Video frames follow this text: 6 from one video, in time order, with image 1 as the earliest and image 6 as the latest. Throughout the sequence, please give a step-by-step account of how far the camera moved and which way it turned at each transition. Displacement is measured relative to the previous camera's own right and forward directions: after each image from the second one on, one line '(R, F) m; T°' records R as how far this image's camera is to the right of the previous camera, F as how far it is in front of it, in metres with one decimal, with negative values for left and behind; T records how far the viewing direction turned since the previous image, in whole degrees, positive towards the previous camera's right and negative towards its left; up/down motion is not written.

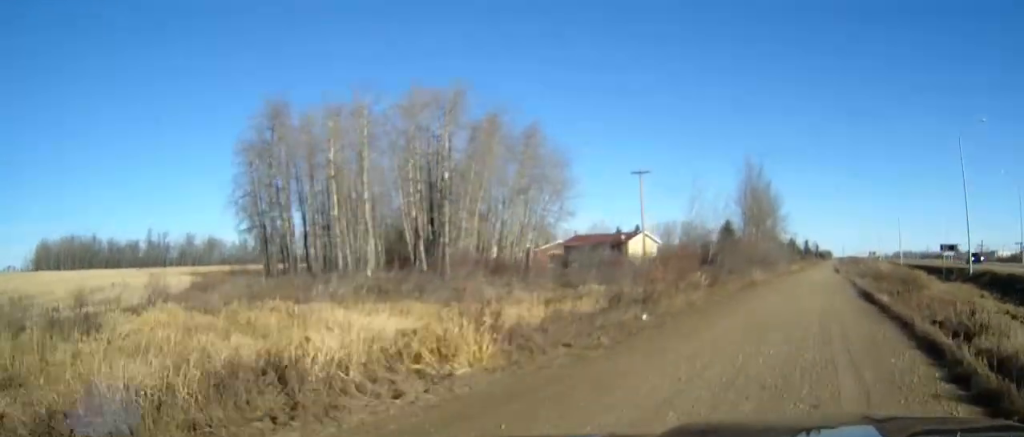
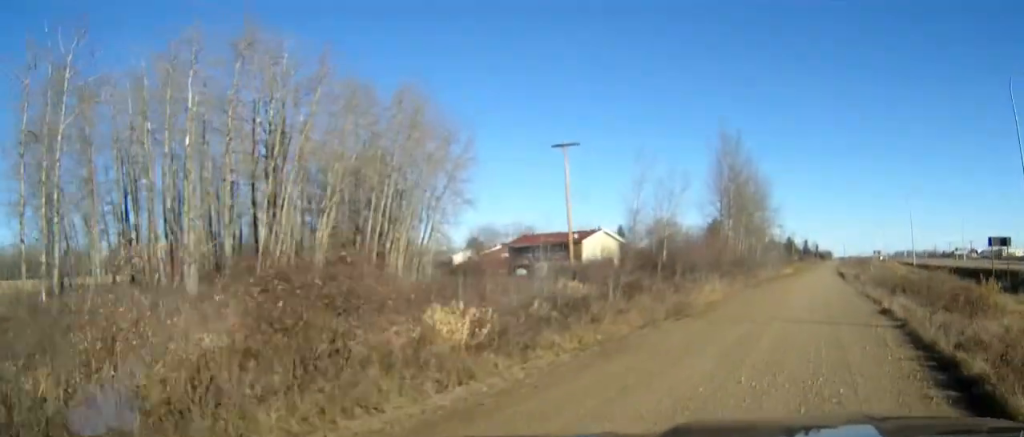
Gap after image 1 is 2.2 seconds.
(+0.2, +19.5) m; +1°
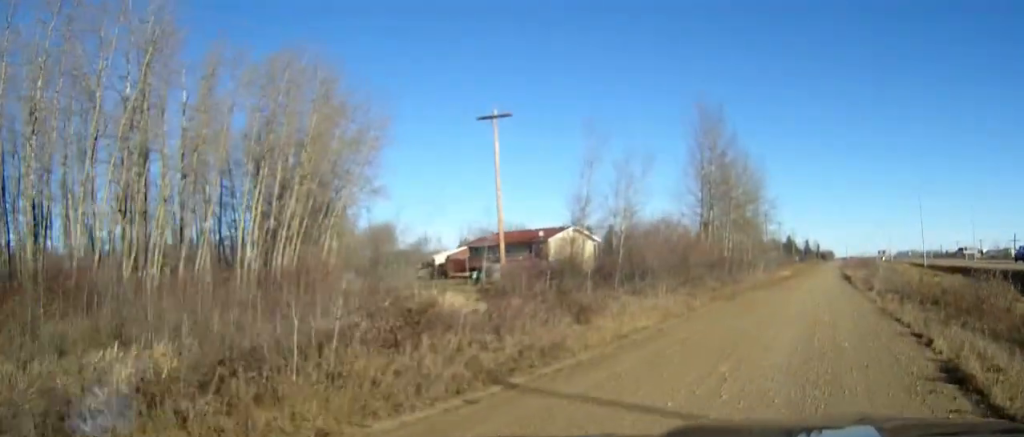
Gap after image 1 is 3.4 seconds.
(-0.1, +11.2) m; 0°
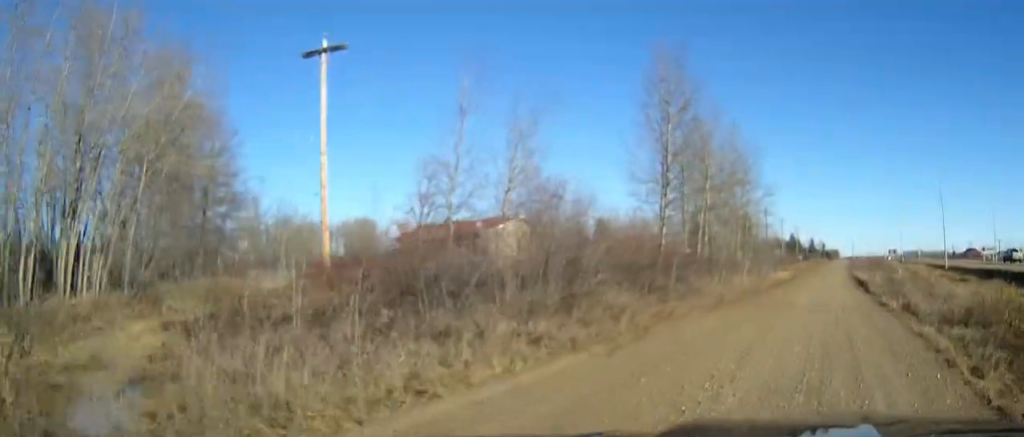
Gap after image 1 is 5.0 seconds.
(0.0, +15.2) m; 0°
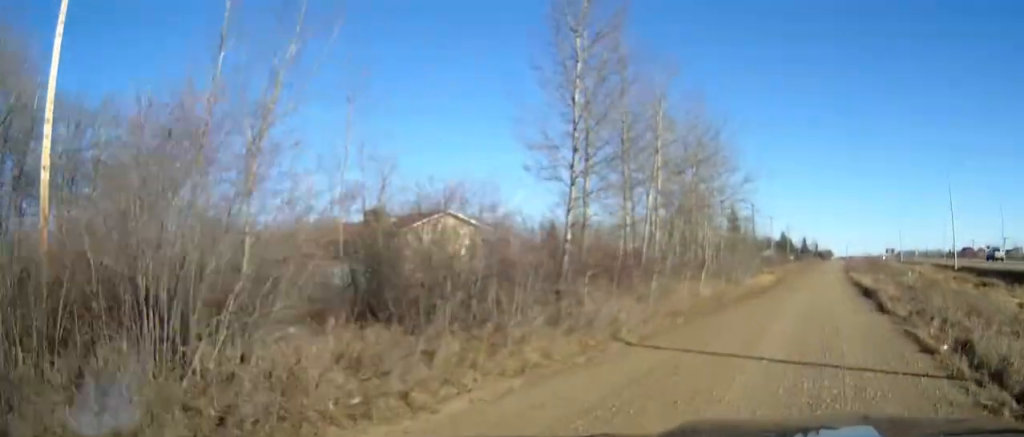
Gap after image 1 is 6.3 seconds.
(0.0, +11.5) m; +1°
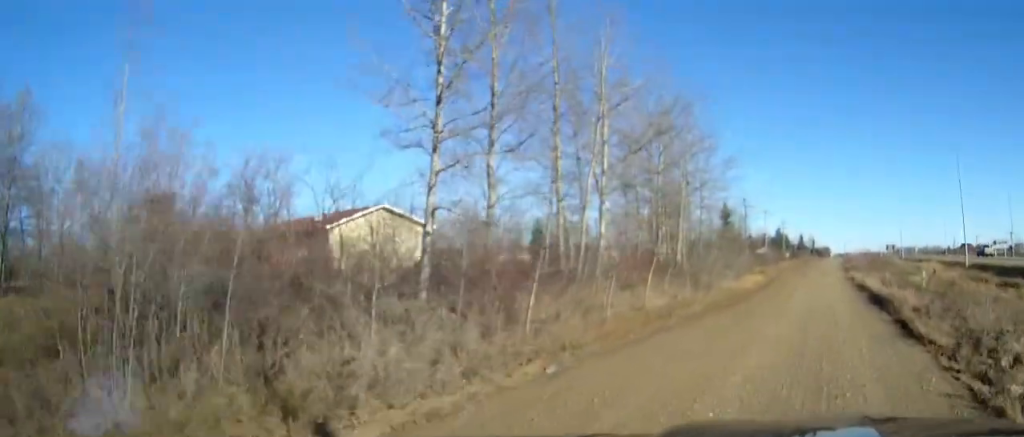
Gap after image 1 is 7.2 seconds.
(+0.1, +8.0) m; 0°
